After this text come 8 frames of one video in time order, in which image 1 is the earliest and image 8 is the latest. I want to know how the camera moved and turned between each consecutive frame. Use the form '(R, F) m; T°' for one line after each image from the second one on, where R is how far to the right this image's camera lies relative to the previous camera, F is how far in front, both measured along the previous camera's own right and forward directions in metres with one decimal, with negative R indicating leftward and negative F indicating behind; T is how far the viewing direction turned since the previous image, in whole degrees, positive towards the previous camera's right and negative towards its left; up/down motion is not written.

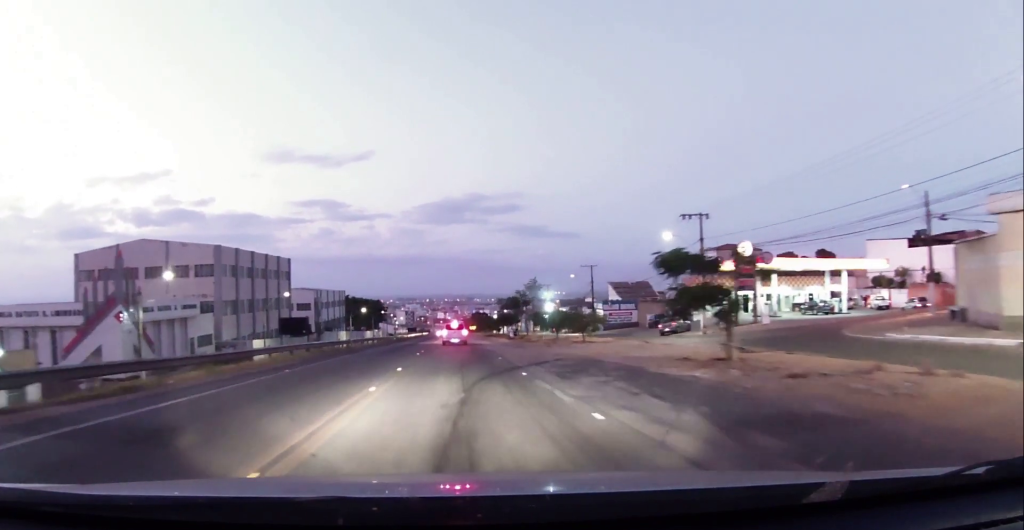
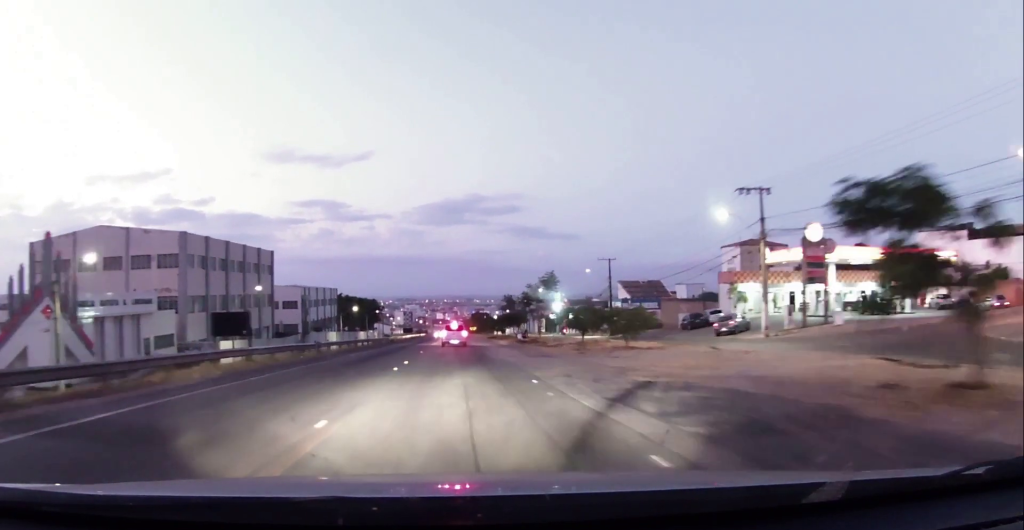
(-0.2, +11.2) m; -2°
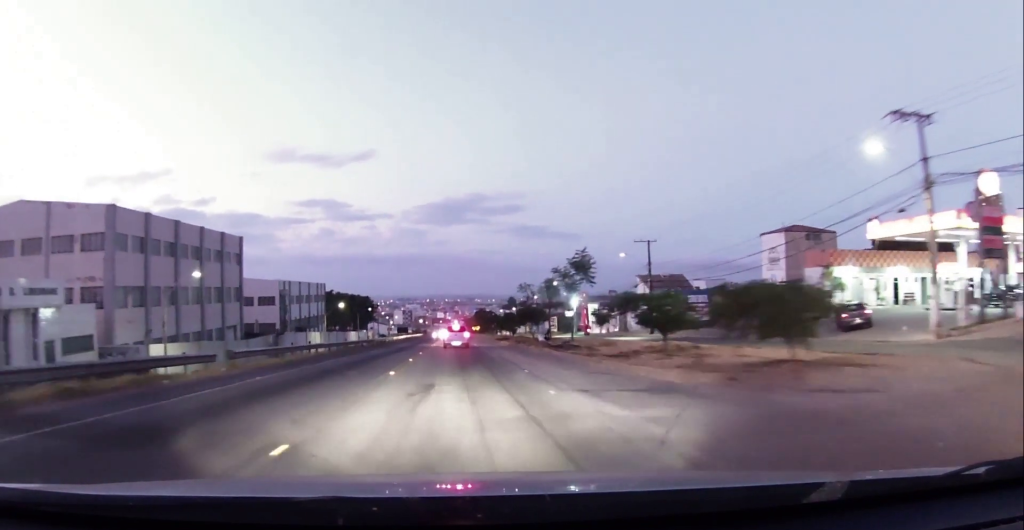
(-0.4, +16.7) m; -1°
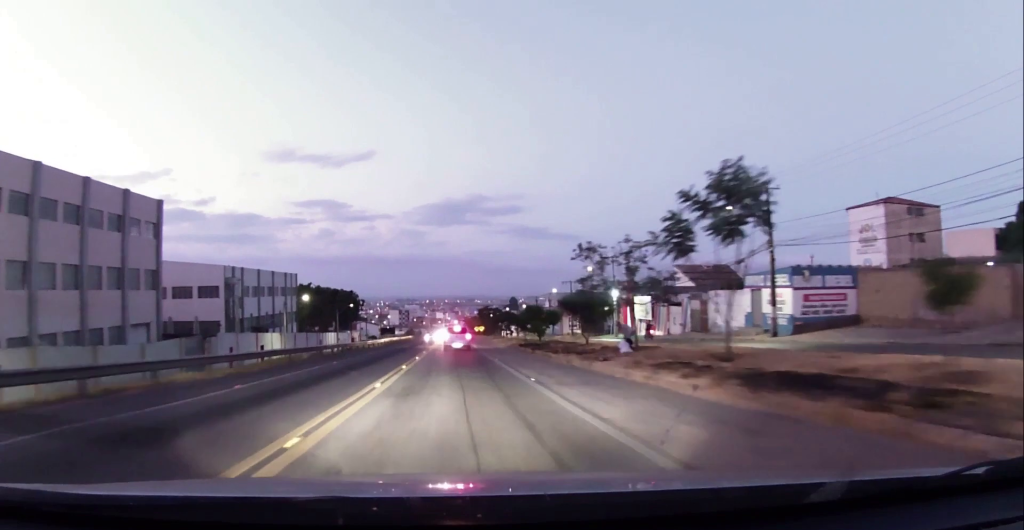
(+1.2, +26.8) m; +3°
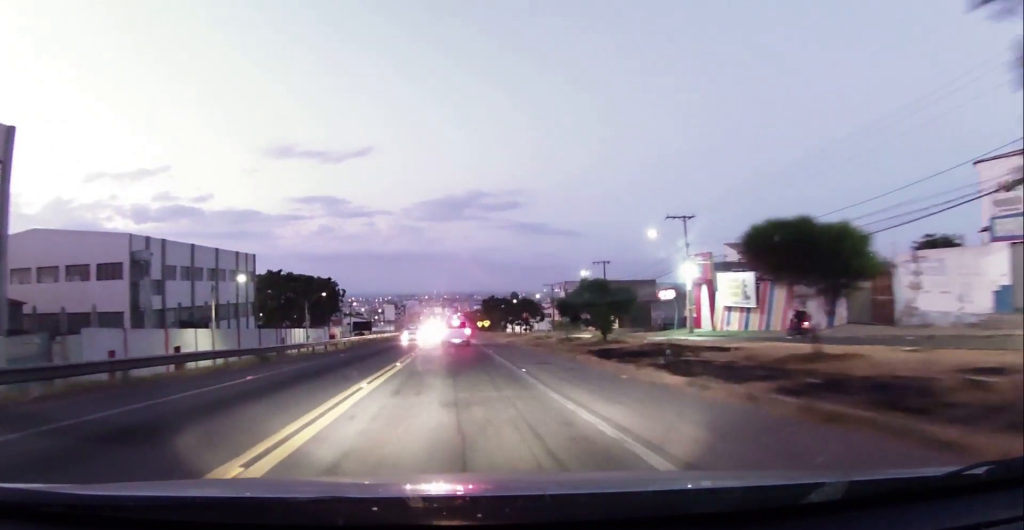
(-0.6, +26.0) m; 0°
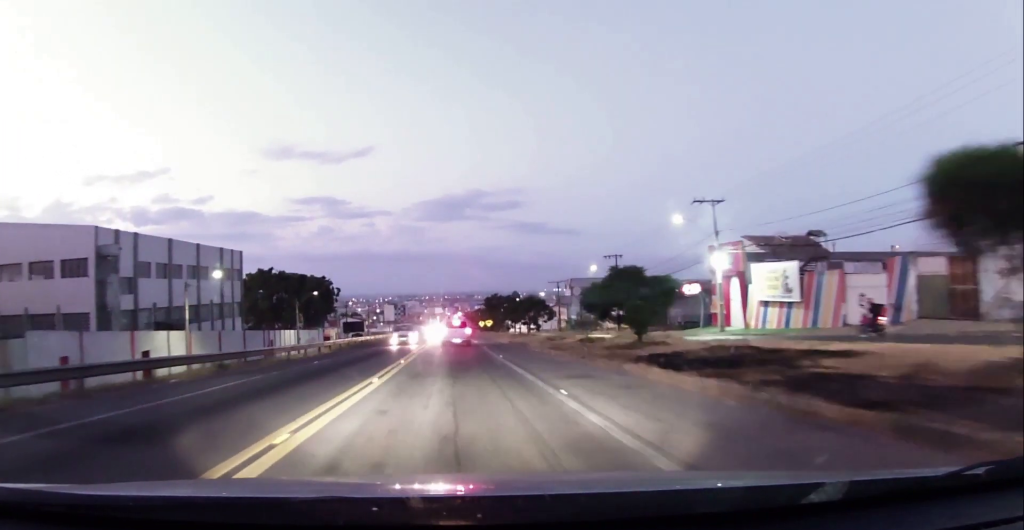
(+0.1, +6.5) m; 0°
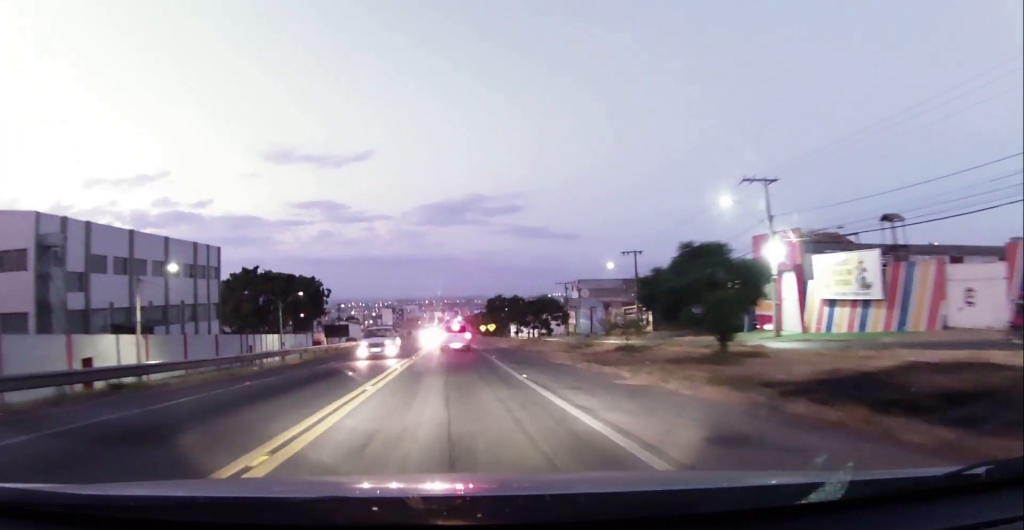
(0.0, +8.8) m; -1°
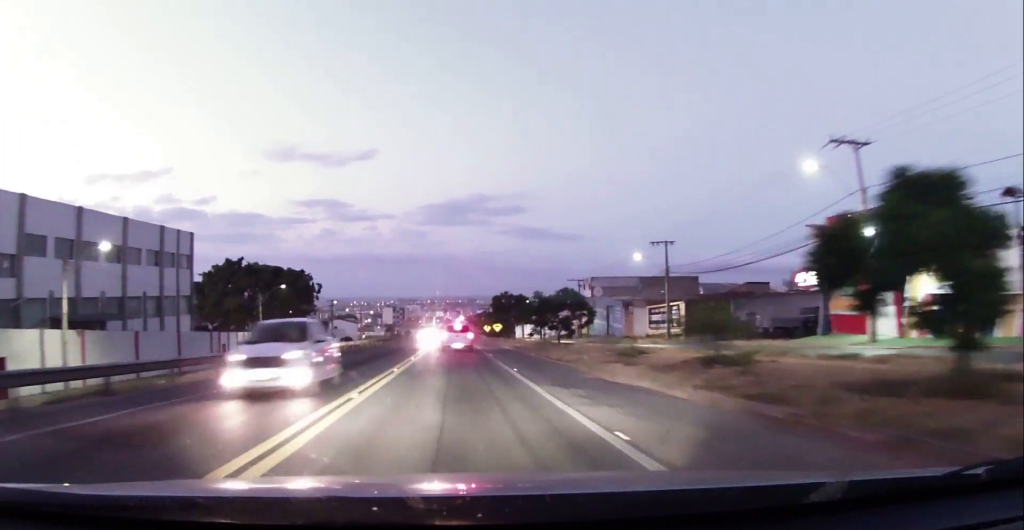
(-0.1, +9.8) m; -1°
